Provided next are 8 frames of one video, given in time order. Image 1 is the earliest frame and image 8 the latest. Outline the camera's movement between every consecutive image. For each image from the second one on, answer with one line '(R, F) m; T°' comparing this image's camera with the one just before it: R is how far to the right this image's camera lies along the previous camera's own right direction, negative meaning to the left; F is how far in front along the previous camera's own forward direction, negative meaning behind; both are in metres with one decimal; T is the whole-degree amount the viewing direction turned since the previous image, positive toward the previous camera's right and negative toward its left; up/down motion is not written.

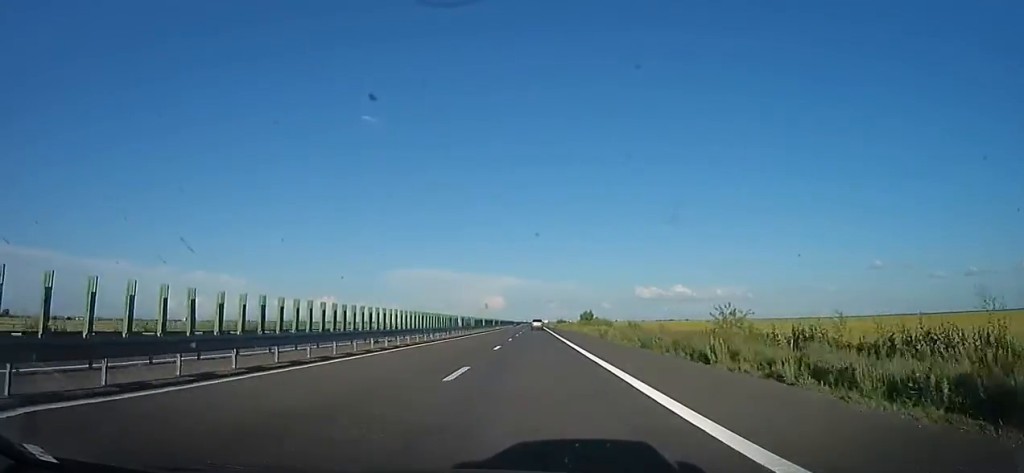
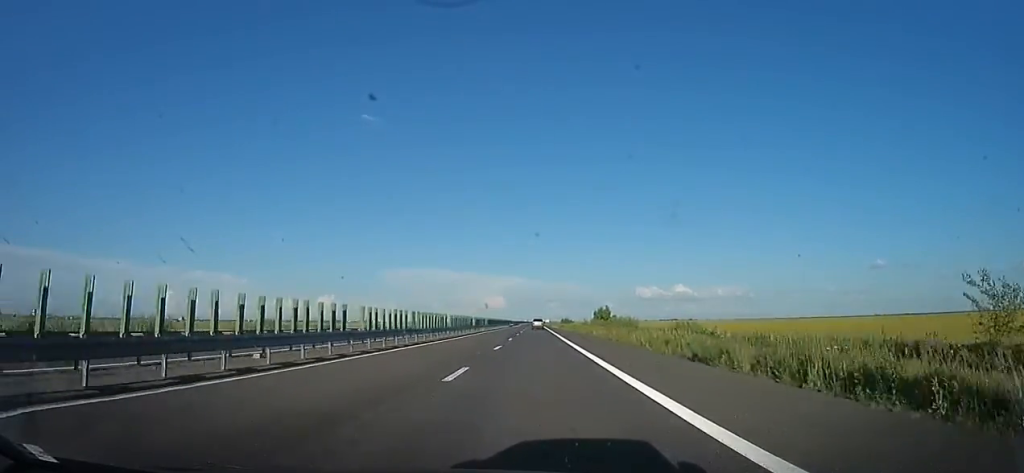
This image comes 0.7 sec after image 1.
(+0.1, +24.4) m; 0°
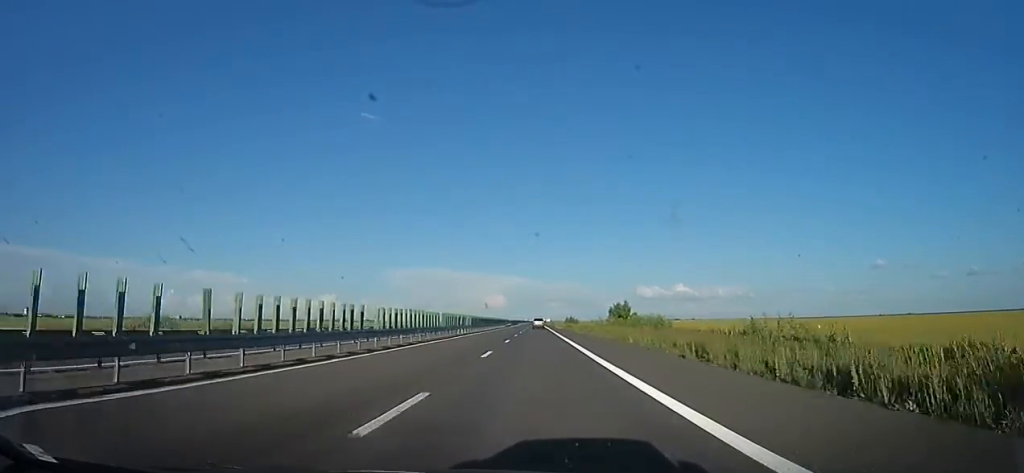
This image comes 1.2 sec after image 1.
(+0.7, +17.3) m; 0°
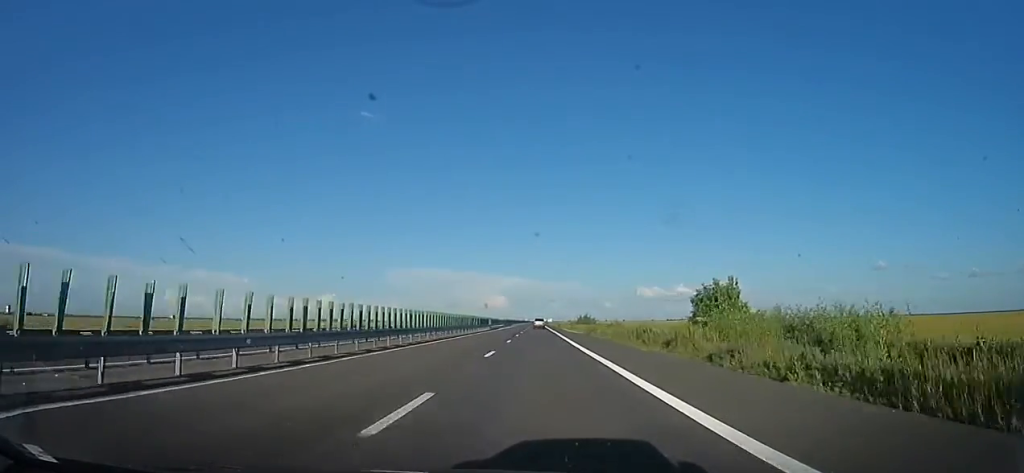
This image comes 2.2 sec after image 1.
(-1.1, +36.3) m; -2°
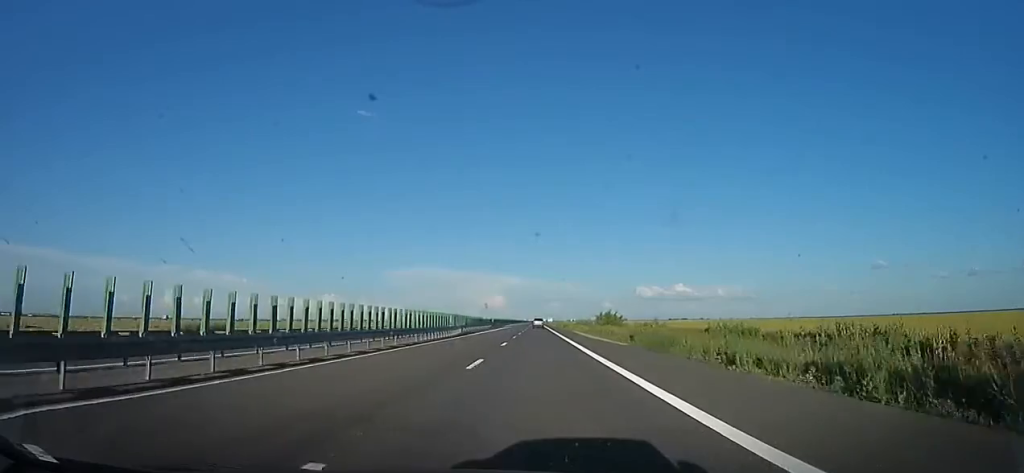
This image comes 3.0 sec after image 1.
(-0.2, +28.6) m; +2°
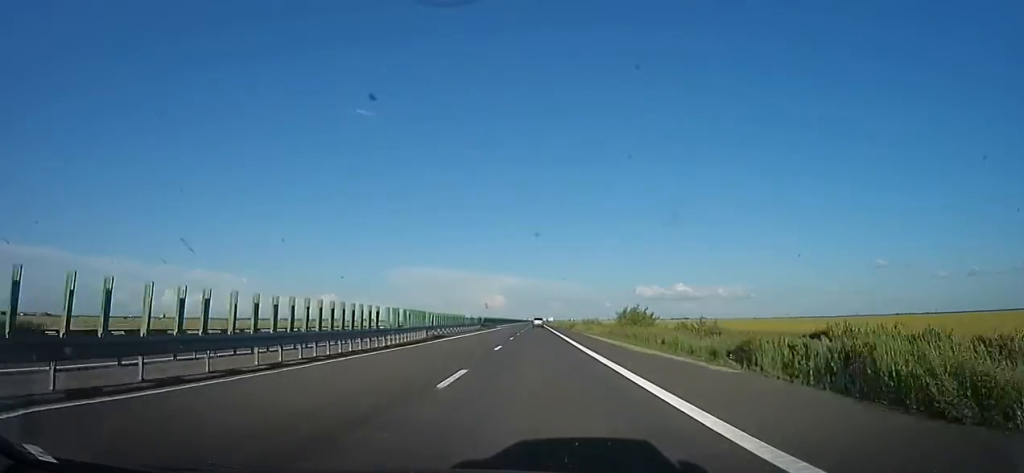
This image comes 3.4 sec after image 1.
(0.0, +16.1) m; +1°
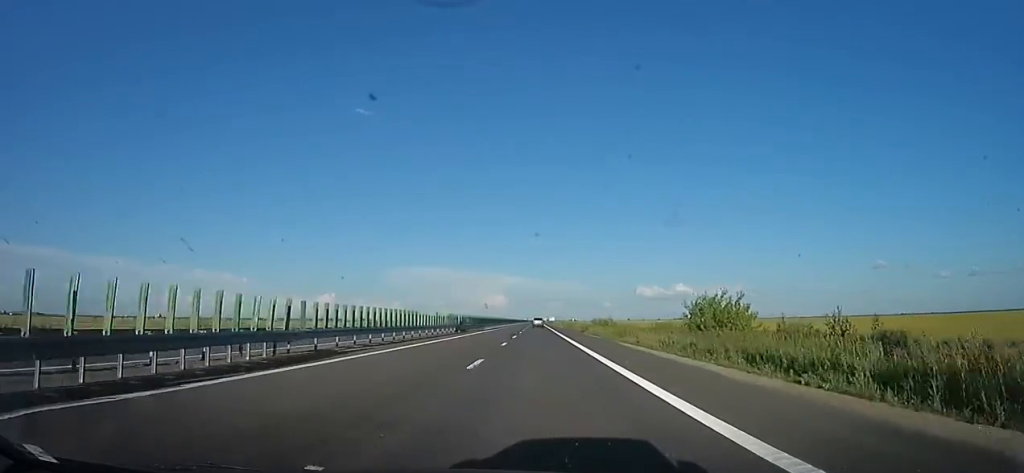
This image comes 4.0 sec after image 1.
(+0.9, +20.2) m; +1°
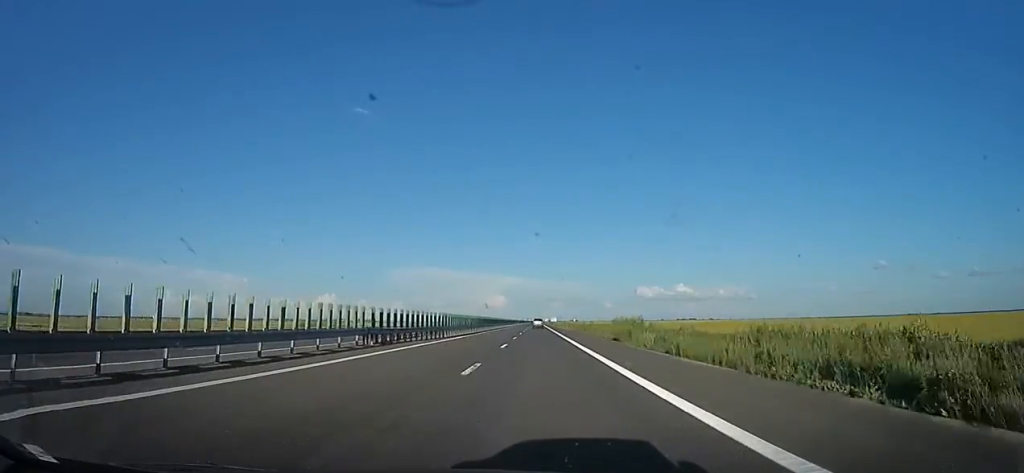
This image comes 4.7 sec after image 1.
(+0.3, +25.6) m; 0°
